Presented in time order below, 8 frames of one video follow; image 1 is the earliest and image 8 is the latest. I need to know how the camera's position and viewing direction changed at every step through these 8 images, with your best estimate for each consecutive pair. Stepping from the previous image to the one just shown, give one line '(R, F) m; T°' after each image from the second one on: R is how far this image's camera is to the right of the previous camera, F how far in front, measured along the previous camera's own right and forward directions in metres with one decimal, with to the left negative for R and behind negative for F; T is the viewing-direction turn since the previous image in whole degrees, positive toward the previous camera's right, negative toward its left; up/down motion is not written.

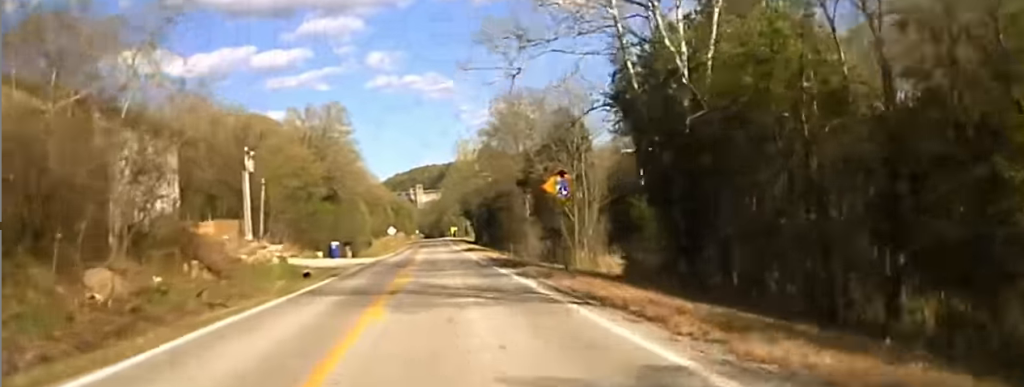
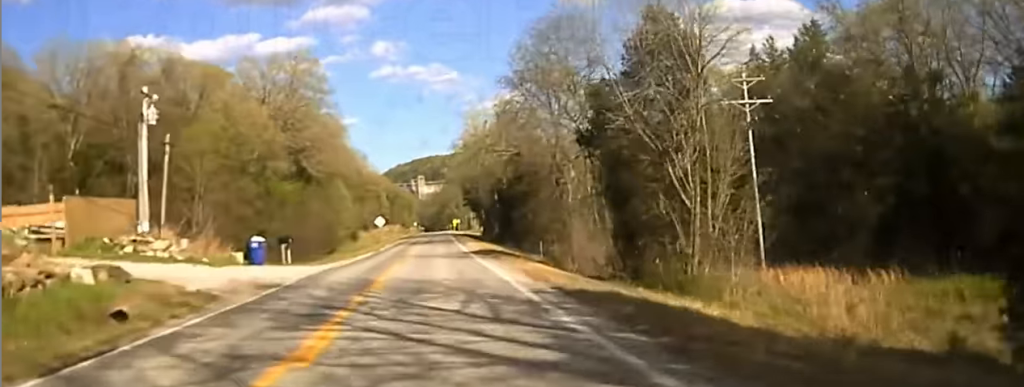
(+0.1, +28.3) m; 0°
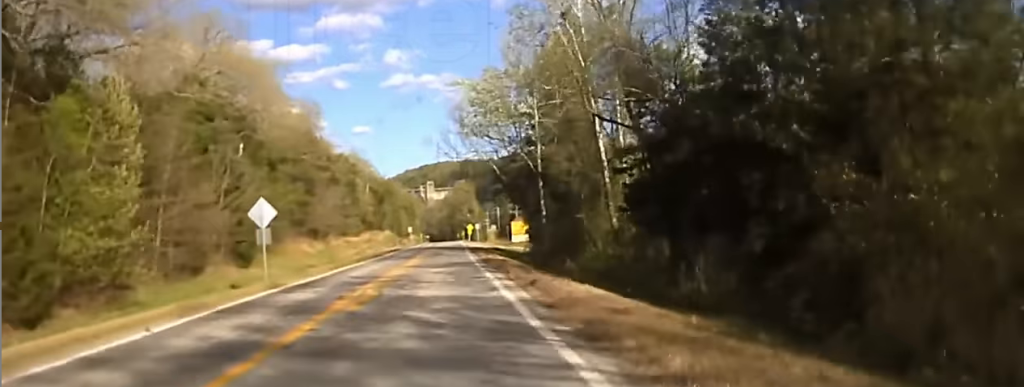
(-0.4, +74.1) m; 0°
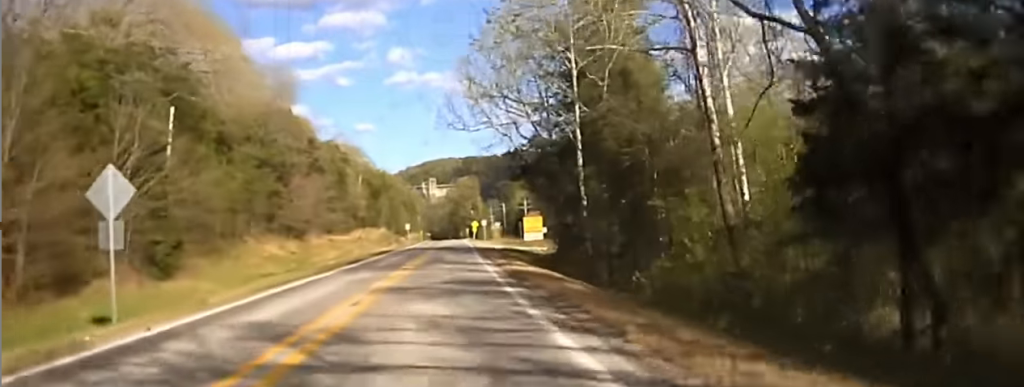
(0.0, +17.5) m; 0°
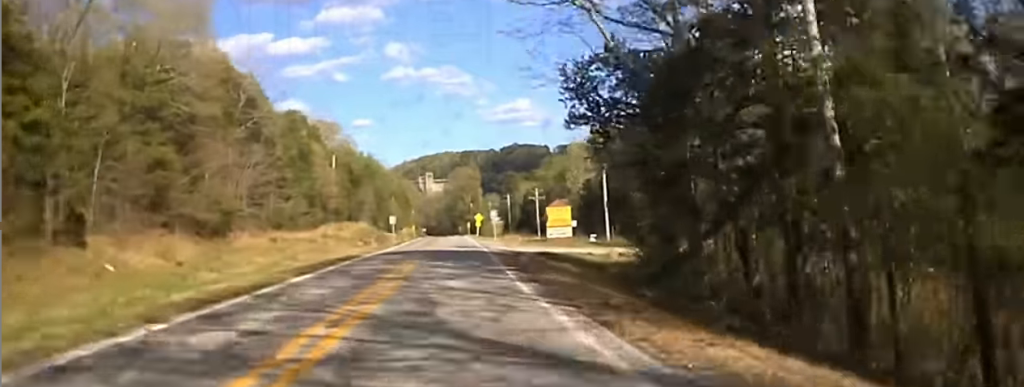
(0.0, +30.1) m; 0°
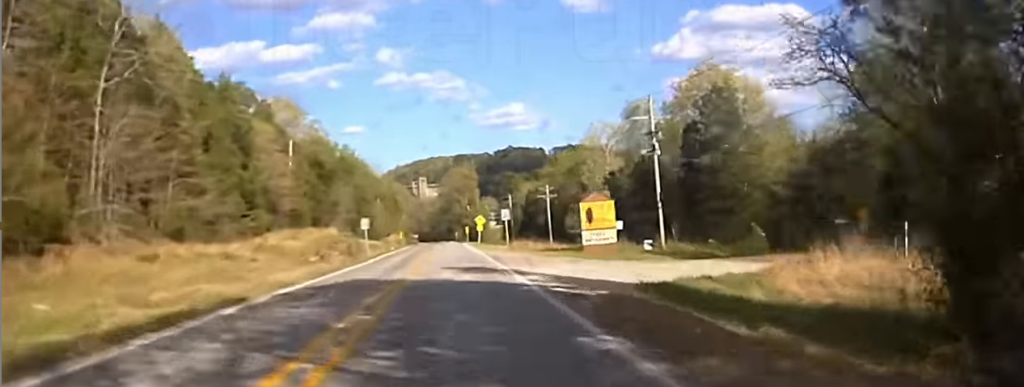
(0.0, +26.7) m; 0°
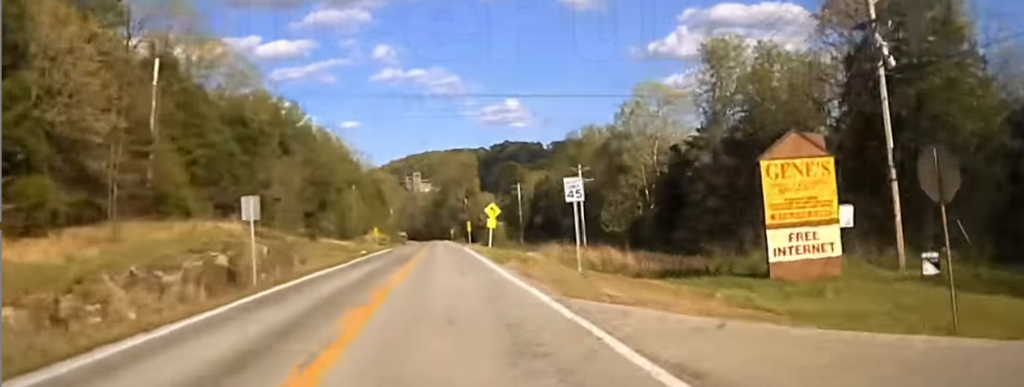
(0.0, +38.5) m; 0°
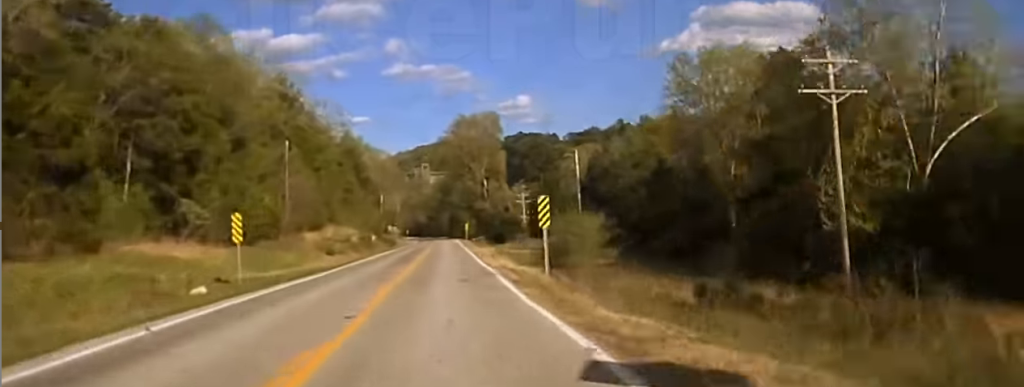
(0.0, +63.8) m; 0°
